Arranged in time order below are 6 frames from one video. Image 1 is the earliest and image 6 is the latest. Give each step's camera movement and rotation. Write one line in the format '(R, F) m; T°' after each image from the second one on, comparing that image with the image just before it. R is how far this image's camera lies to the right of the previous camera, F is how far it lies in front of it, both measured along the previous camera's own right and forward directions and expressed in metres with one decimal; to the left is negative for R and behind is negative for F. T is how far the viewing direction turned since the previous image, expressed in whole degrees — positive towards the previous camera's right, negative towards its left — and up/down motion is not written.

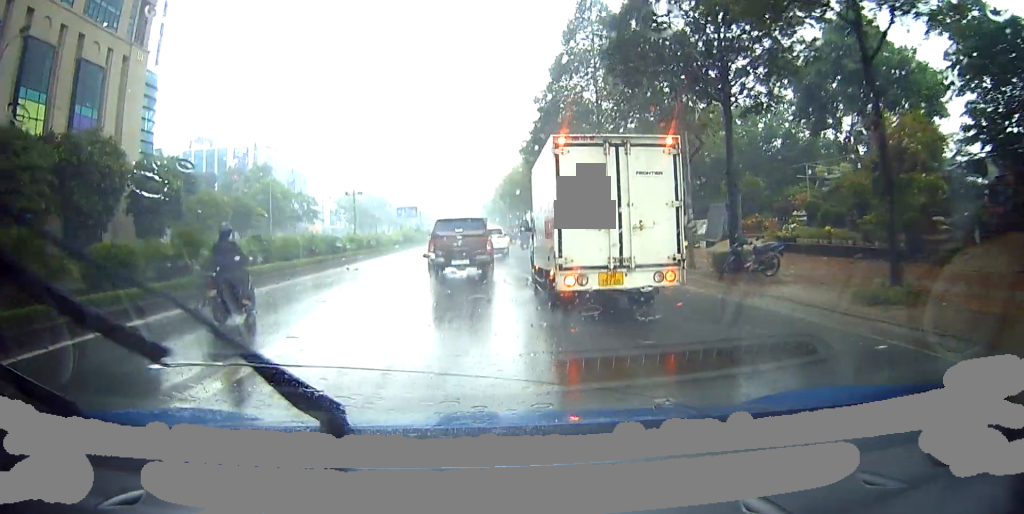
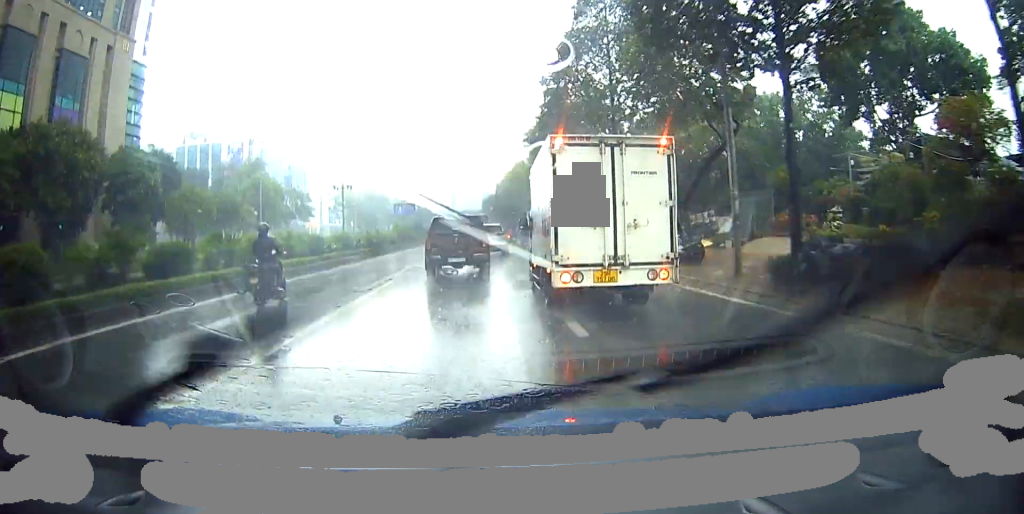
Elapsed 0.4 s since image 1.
(0.0, +3.2) m; -2°
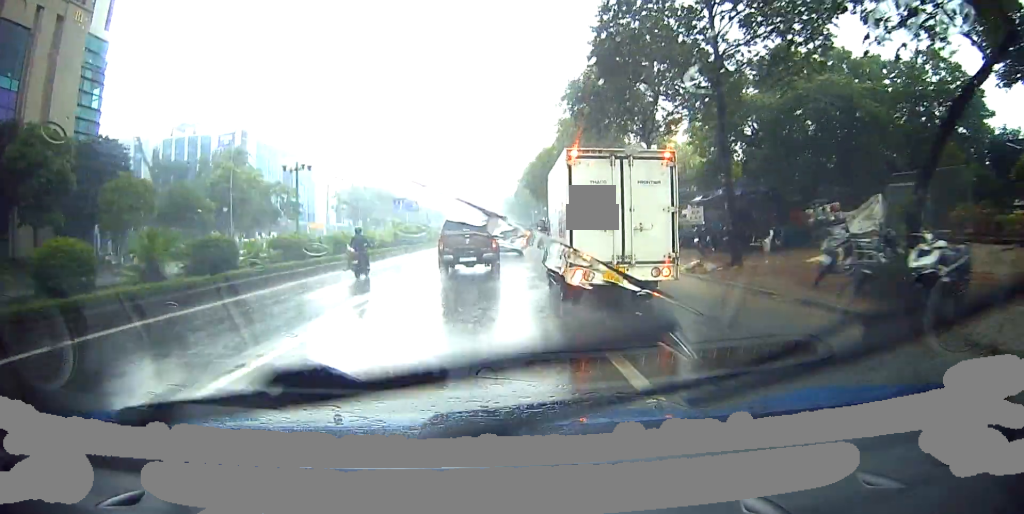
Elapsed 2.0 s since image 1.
(-0.7, +11.0) m; -6°
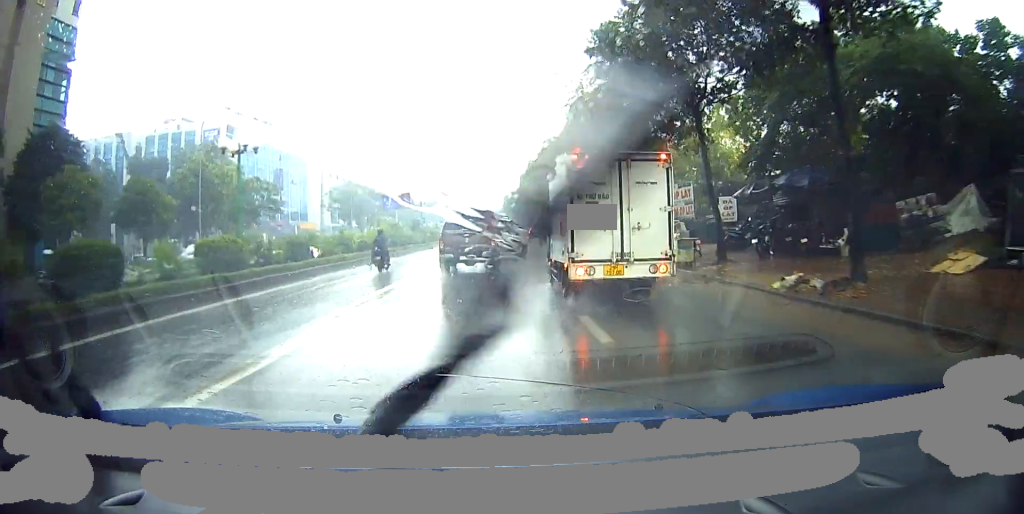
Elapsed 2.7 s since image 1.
(0.0, +5.1) m; 0°
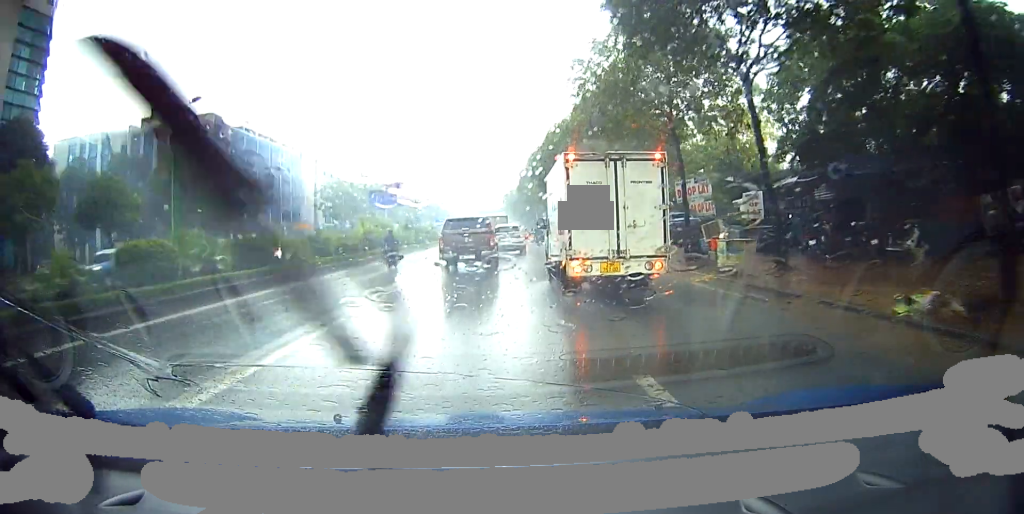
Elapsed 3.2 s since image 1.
(0.0, +3.7) m; 0°
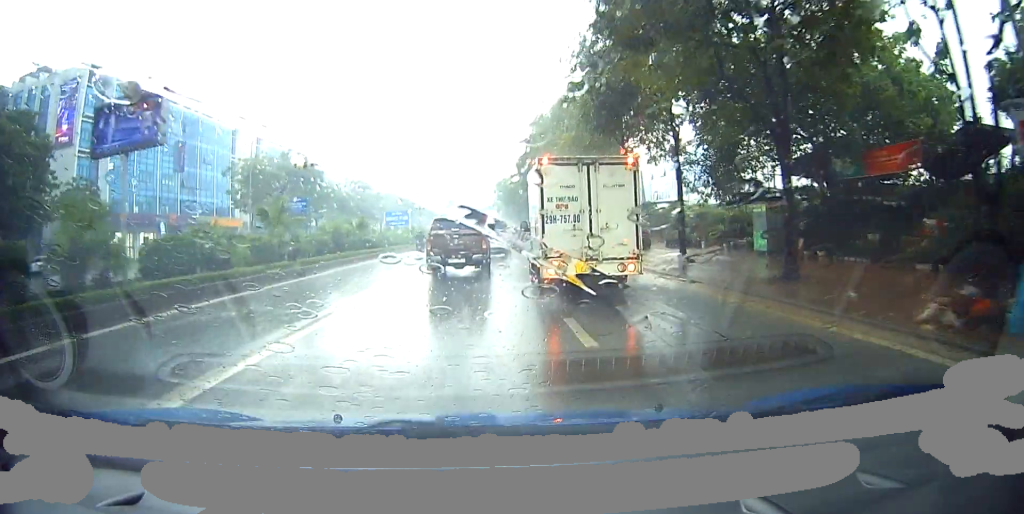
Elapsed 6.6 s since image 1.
(0.0, +24.8) m; 0°
